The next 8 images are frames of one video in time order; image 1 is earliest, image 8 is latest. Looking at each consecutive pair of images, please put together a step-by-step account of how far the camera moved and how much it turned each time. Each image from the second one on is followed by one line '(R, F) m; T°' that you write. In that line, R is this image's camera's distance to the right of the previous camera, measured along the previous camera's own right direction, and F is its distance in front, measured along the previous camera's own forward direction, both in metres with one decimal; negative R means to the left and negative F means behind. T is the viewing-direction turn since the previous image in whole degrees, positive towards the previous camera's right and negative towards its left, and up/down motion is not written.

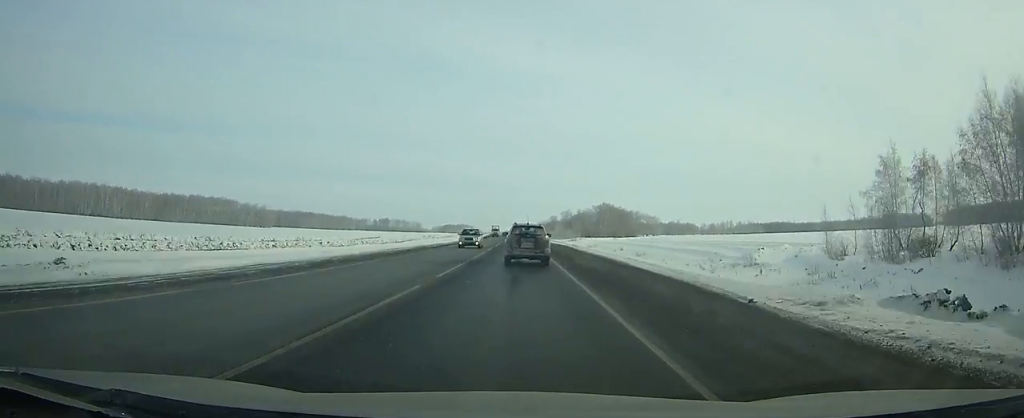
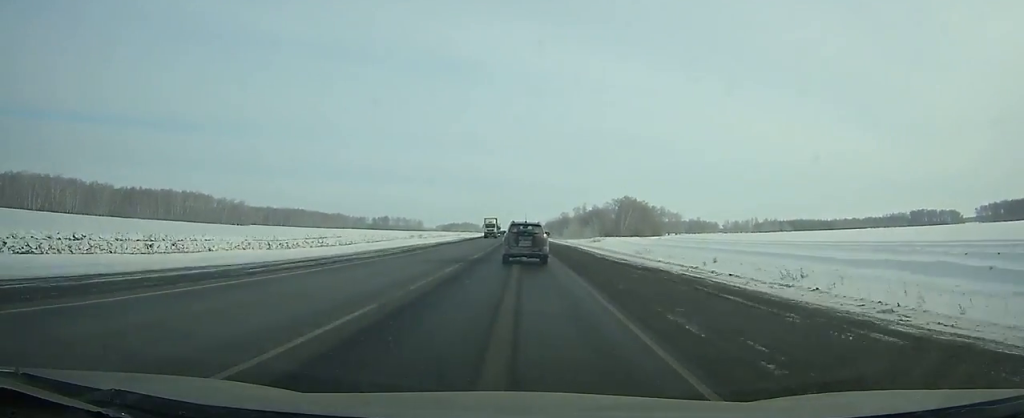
(-0.4, +51.5) m; -1°
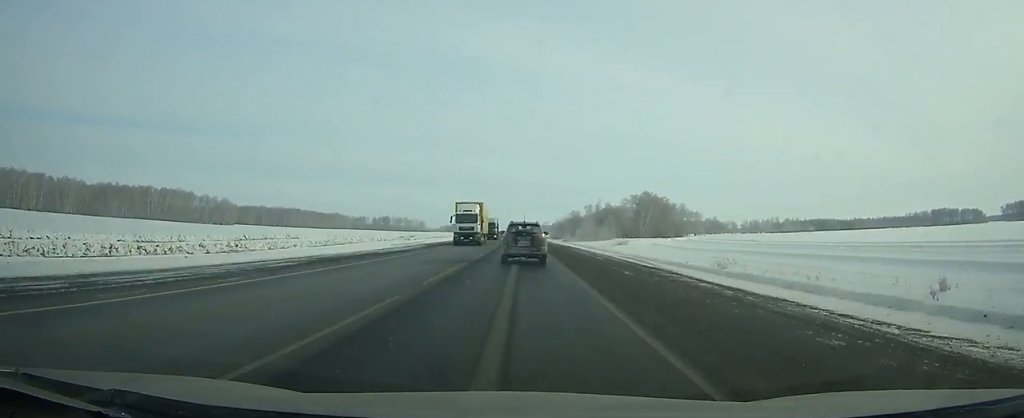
(-0.2, +32.3) m; -1°
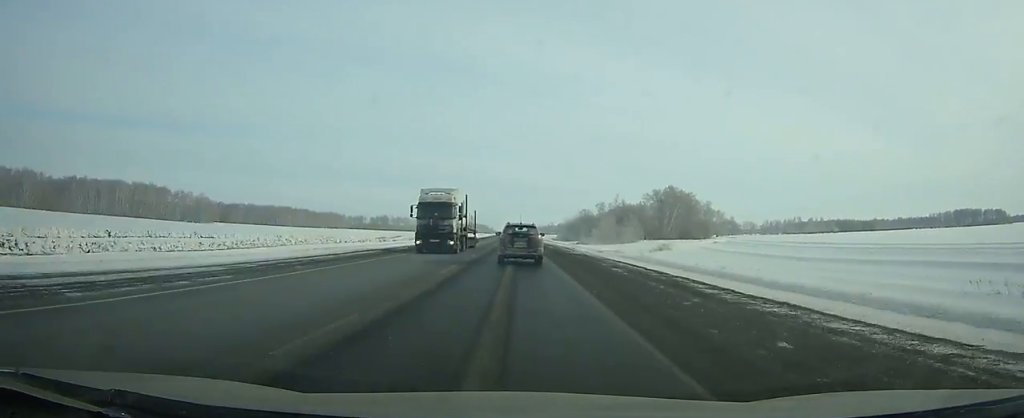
(-0.2, +36.7) m; -1°
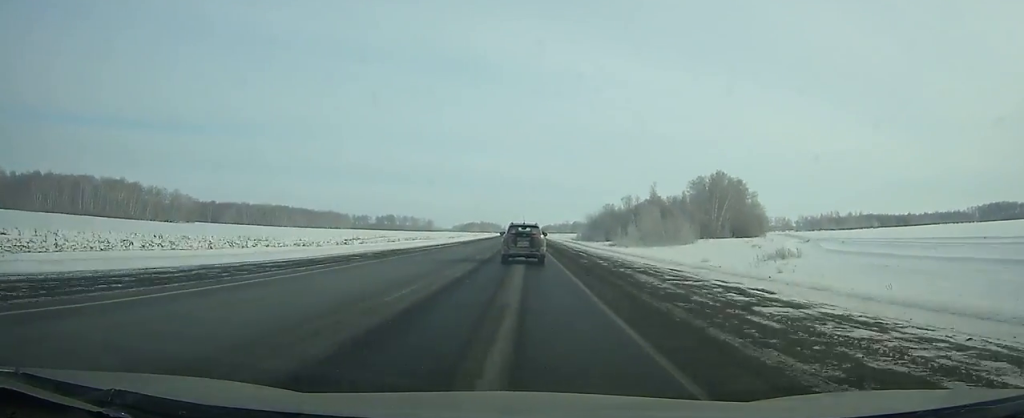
(-0.2, +41.1) m; -1°
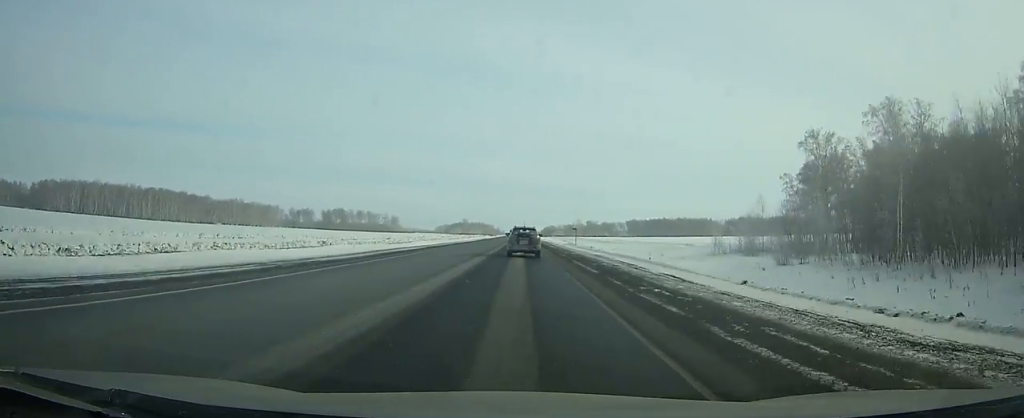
(-0.9, +208.3) m; 0°
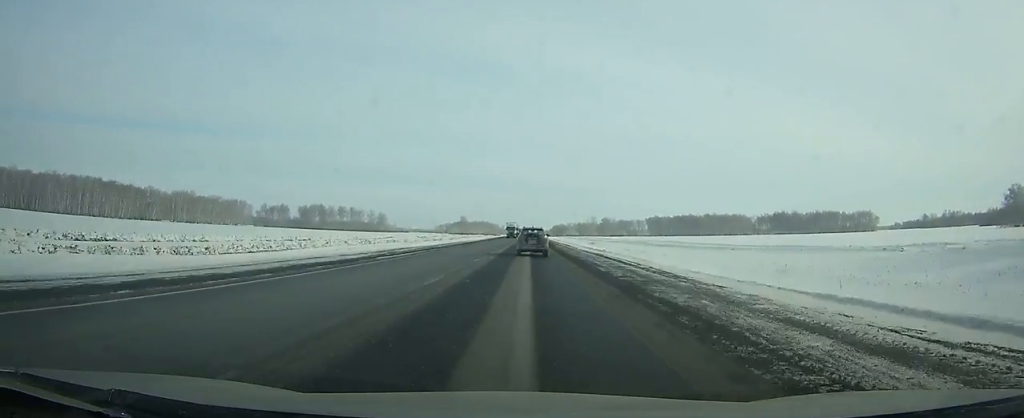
(-0.1, +79.9) m; 0°
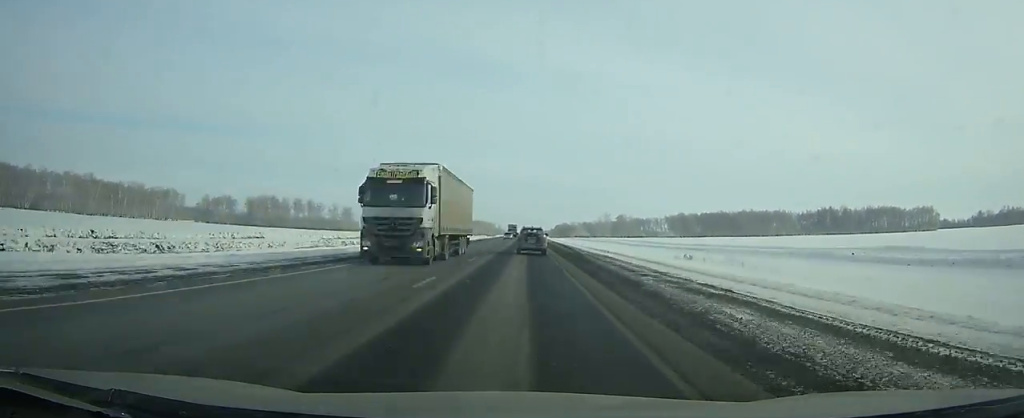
(-0.2, +99.1) m; 0°
